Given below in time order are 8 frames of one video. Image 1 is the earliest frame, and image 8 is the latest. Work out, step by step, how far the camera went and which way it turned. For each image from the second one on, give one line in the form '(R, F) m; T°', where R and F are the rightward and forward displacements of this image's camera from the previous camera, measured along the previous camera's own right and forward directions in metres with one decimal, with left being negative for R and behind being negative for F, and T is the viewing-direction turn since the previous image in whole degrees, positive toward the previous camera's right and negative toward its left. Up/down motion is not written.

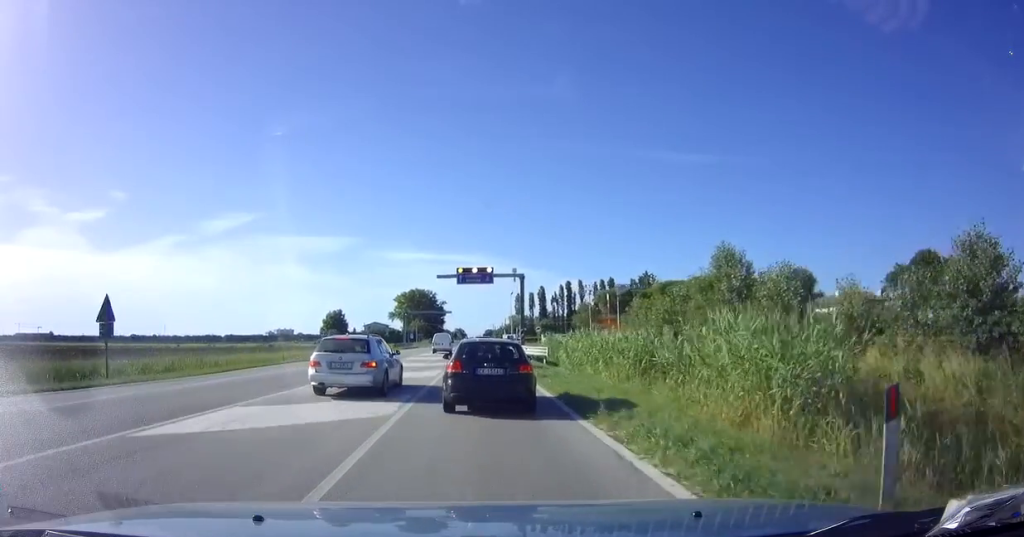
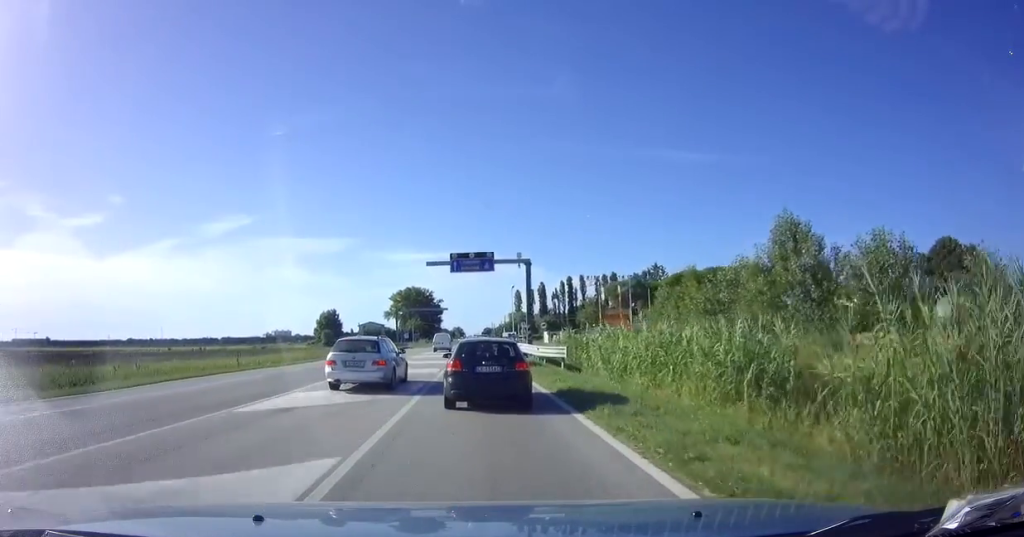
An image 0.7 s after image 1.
(-0.1, +7.1) m; 0°
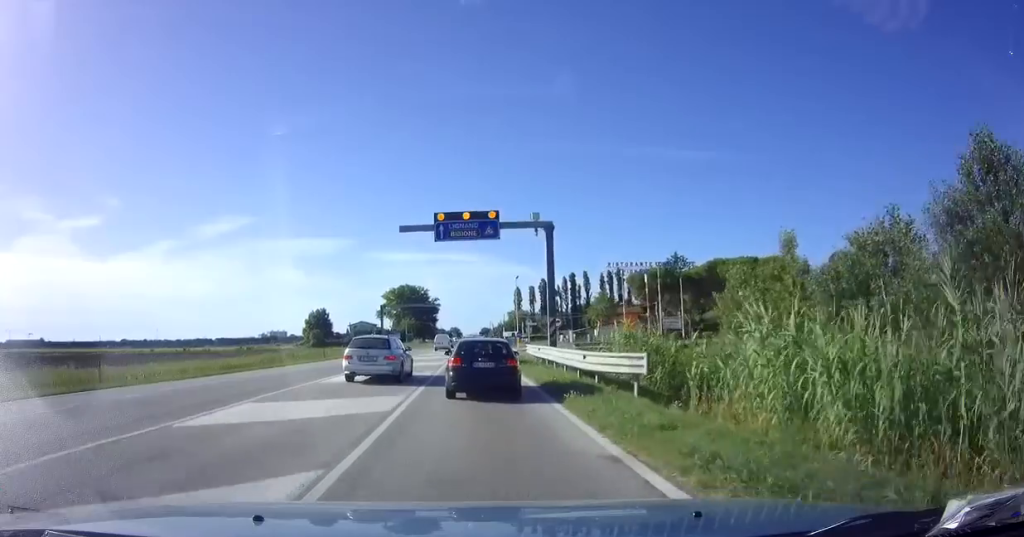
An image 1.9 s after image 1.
(+0.1, +12.0) m; +1°
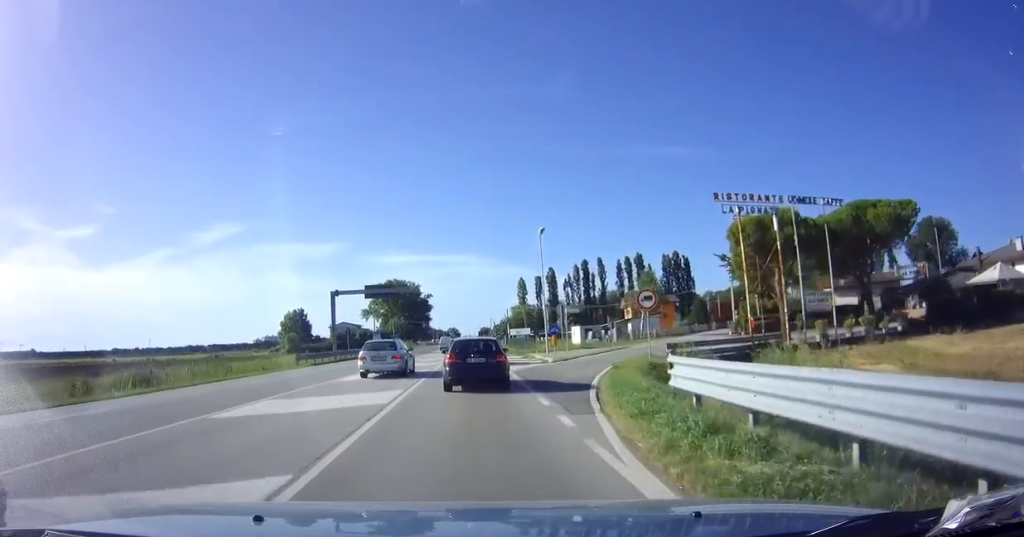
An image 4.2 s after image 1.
(-0.2, +26.3) m; -1°
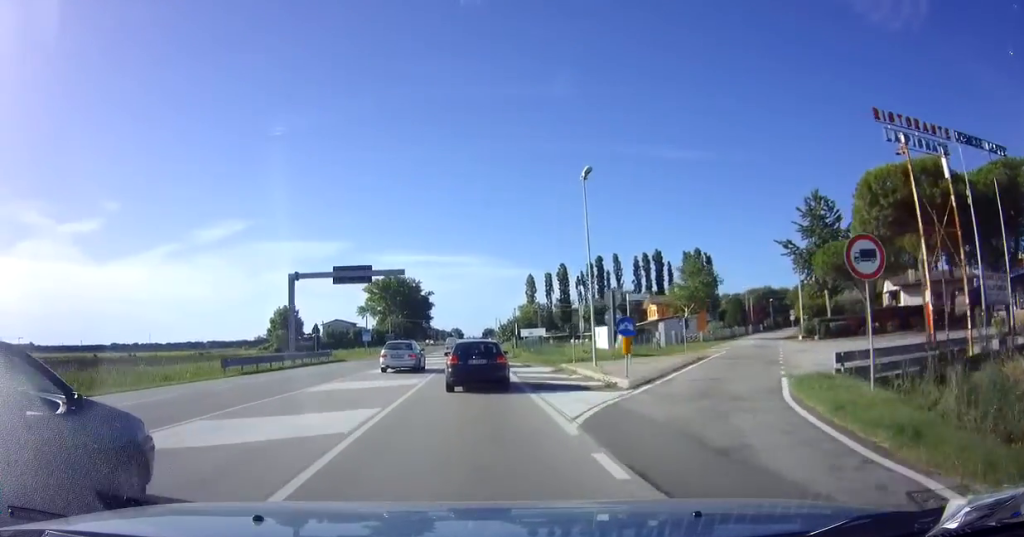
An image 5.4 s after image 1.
(0.0, +13.5) m; 0°
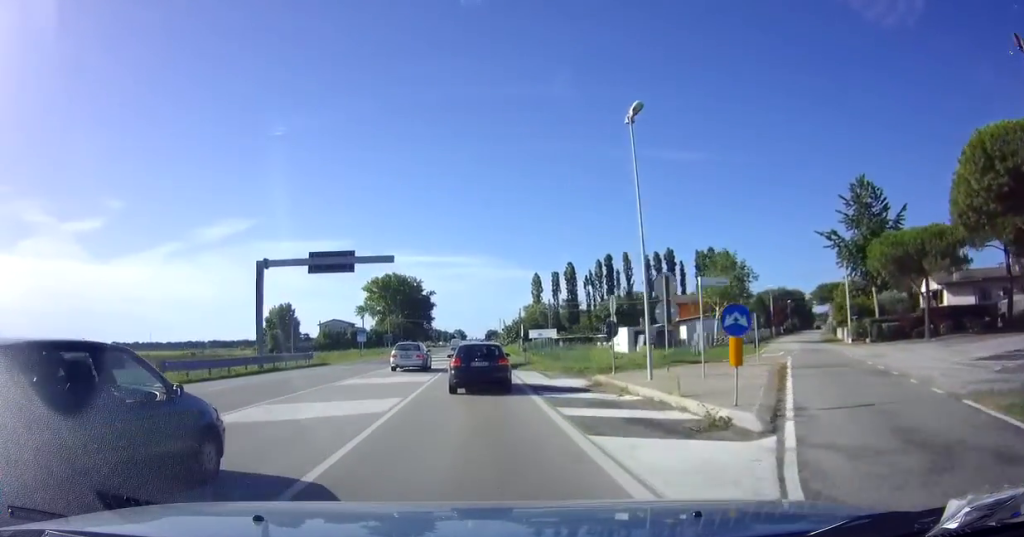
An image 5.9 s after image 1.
(0.0, +6.8) m; 0°
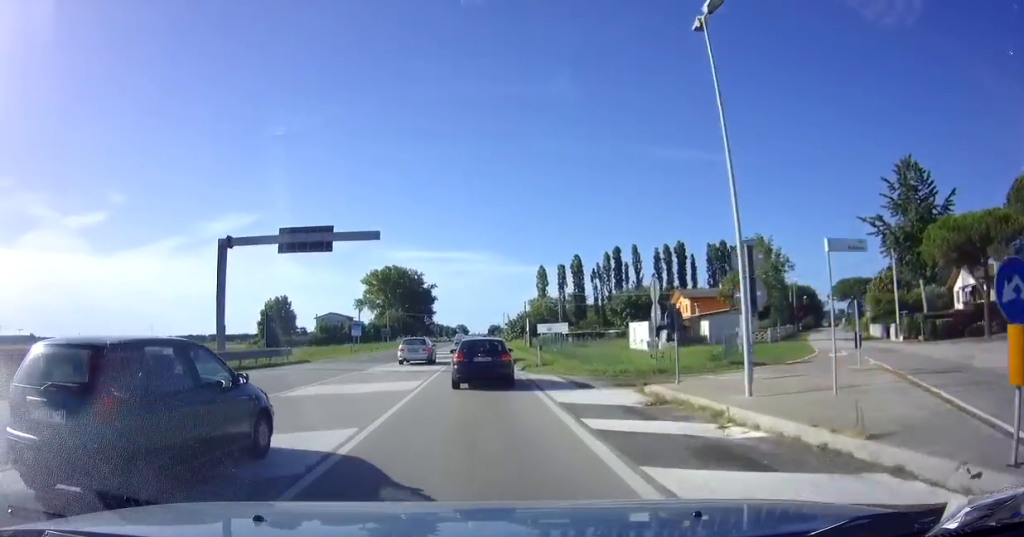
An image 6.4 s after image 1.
(0.0, +5.7) m; 0°
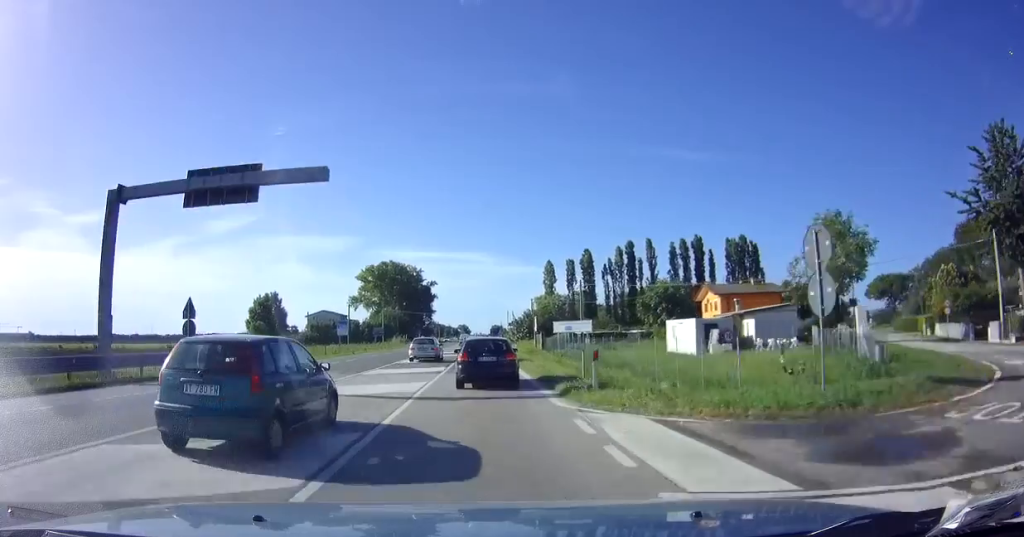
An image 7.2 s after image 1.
(0.0, +10.4) m; 0°
